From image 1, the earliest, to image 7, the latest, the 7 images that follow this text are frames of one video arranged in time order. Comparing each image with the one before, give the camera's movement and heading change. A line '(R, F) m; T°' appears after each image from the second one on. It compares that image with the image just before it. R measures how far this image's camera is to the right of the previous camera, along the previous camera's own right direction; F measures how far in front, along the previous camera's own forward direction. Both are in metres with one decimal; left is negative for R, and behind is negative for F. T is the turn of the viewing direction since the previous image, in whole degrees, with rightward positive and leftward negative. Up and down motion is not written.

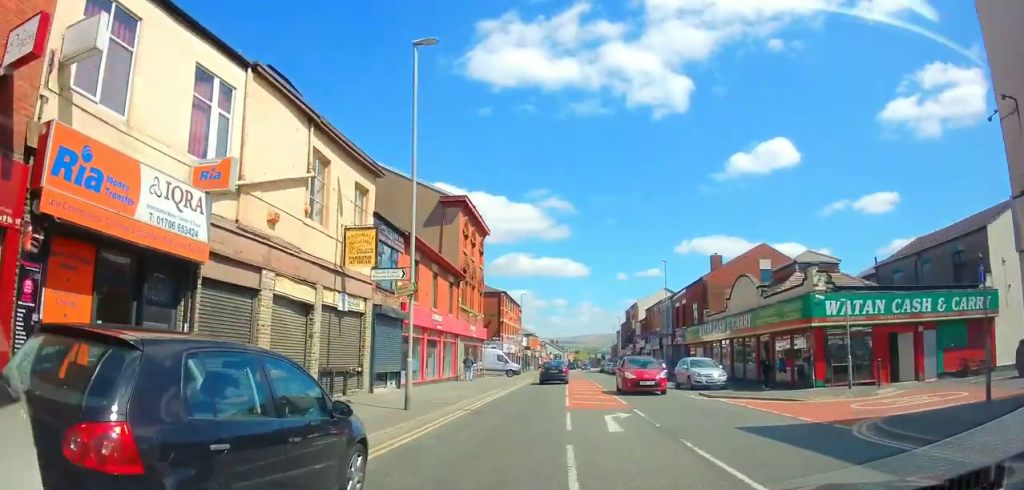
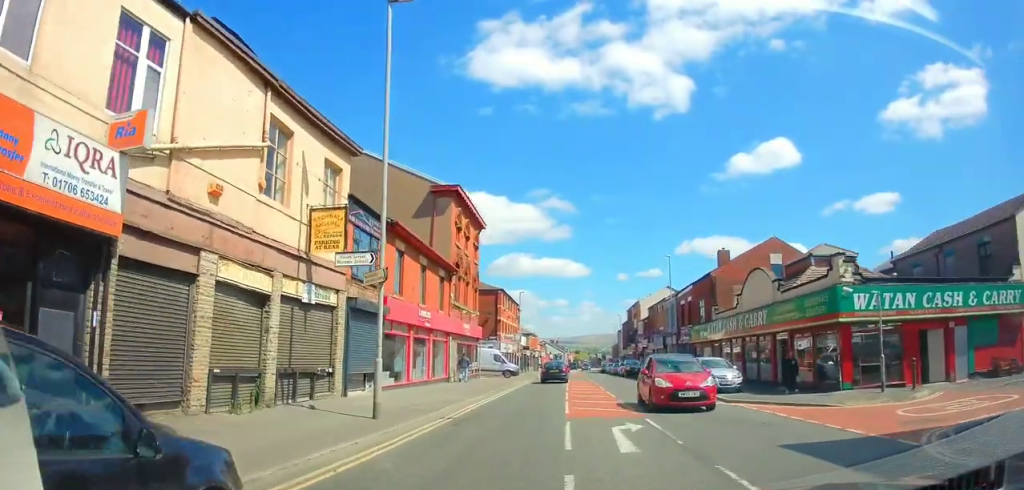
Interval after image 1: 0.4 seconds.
(+0.1, +2.3) m; +2°
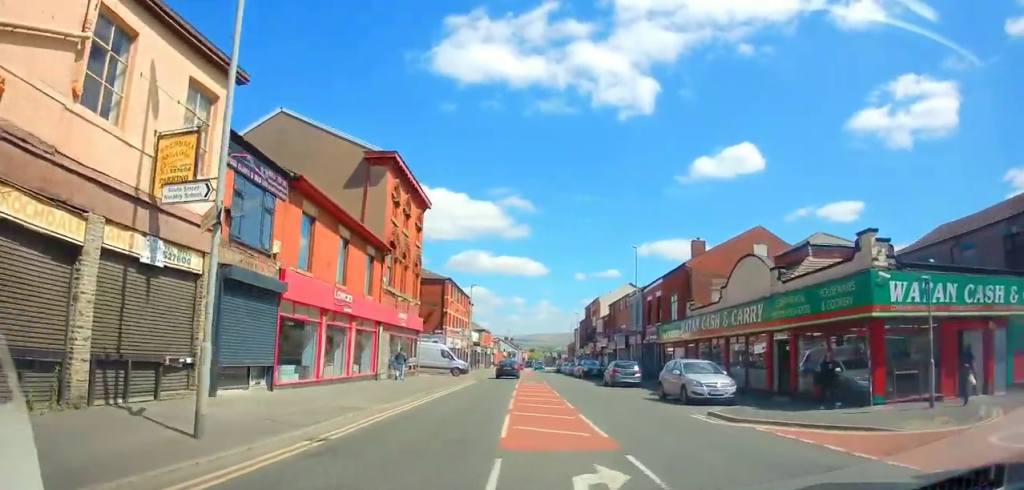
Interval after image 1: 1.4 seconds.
(+0.4, +5.8) m; +7°
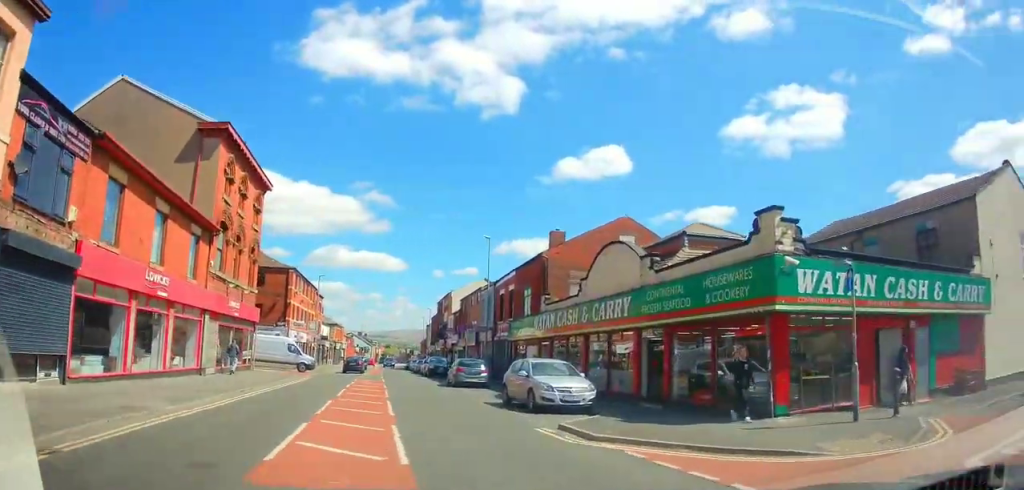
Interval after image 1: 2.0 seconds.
(-0.2, +3.5) m; +9°
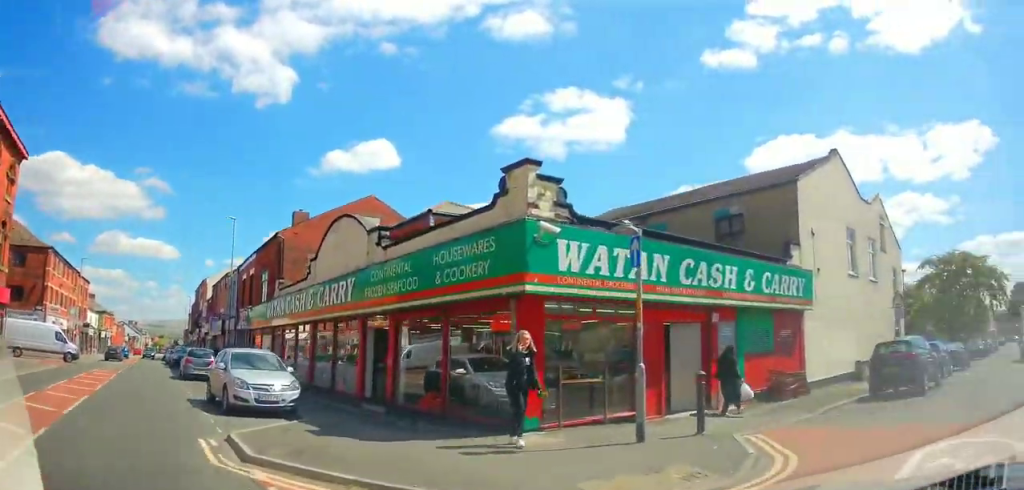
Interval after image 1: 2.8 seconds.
(+0.7, +2.4) m; +33°
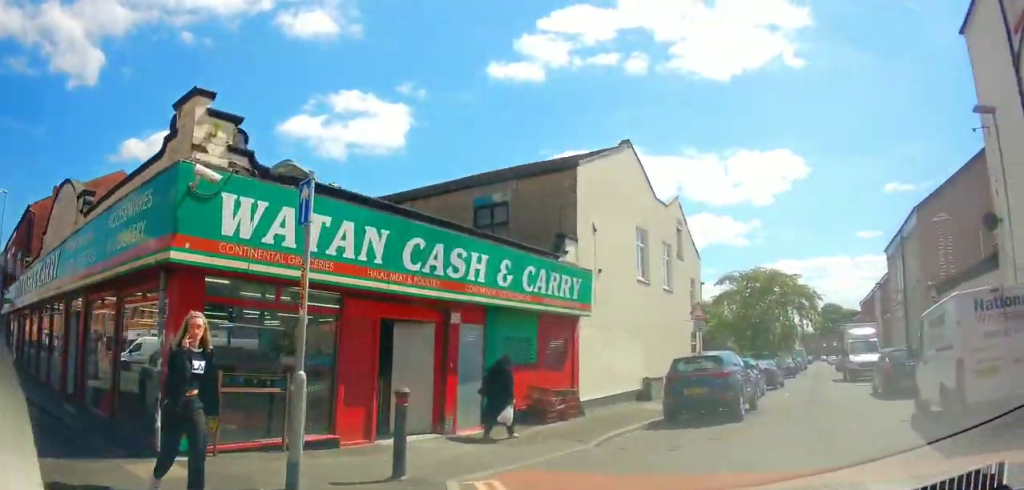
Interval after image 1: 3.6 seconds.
(+1.0, +3.0) m; +24°
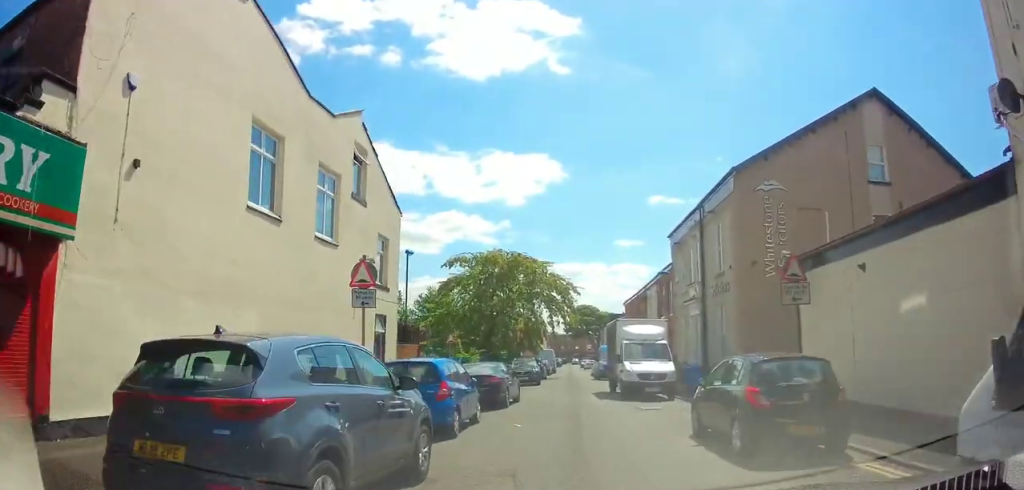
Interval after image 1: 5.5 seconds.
(+1.5, +11.3) m; +8°
